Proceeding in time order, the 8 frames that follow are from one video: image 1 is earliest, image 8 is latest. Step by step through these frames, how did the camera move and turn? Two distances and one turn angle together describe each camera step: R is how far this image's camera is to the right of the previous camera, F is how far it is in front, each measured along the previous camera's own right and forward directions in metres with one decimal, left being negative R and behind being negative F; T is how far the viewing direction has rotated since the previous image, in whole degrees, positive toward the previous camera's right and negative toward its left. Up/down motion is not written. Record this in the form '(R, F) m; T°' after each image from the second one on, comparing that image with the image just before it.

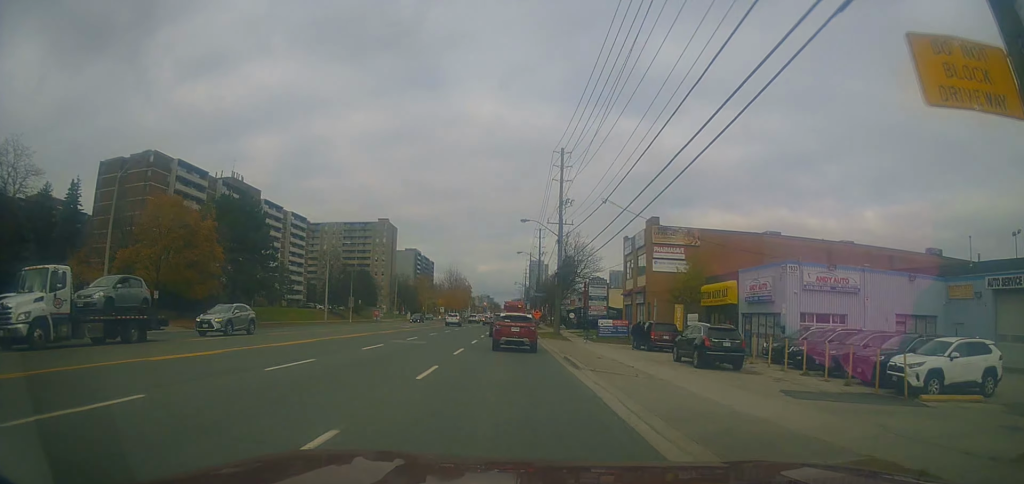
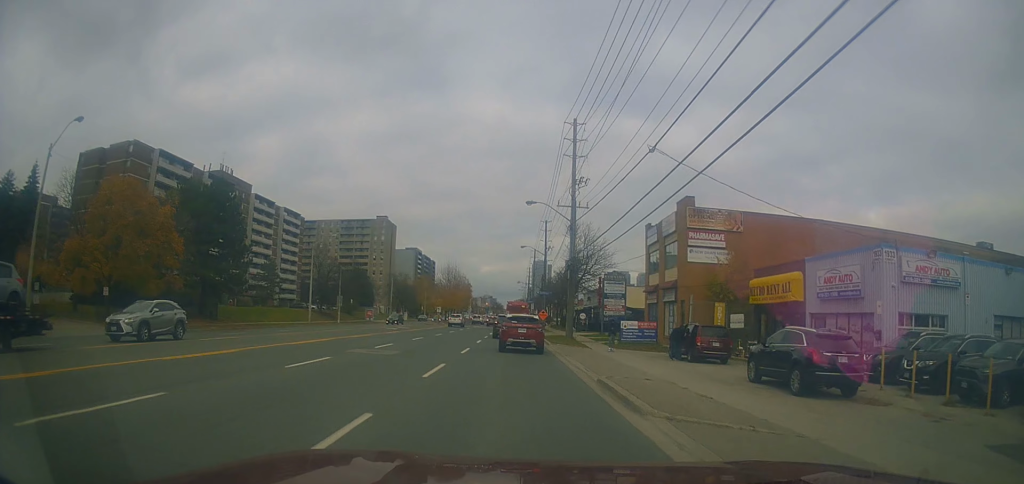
(-0.7, +8.0) m; 0°
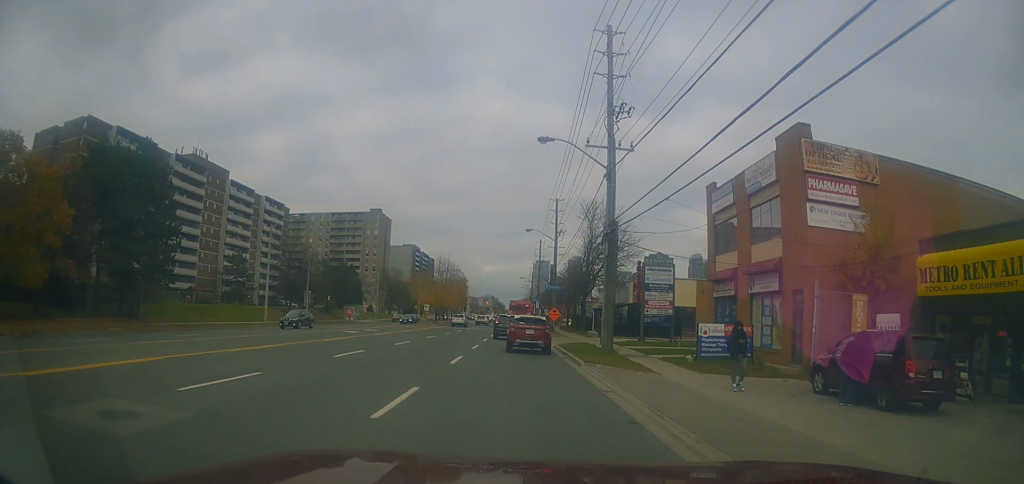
(+0.8, +15.3) m; +3°
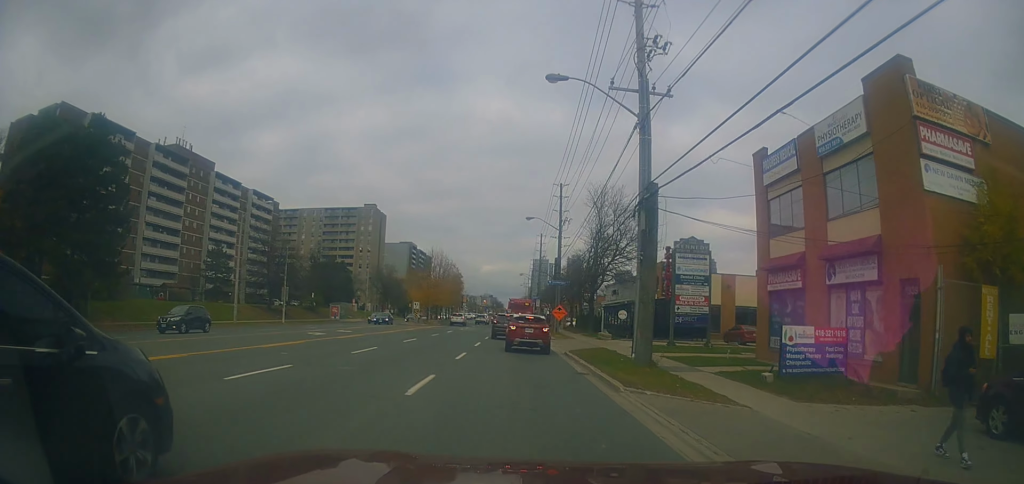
(-0.1, +7.1) m; -1°
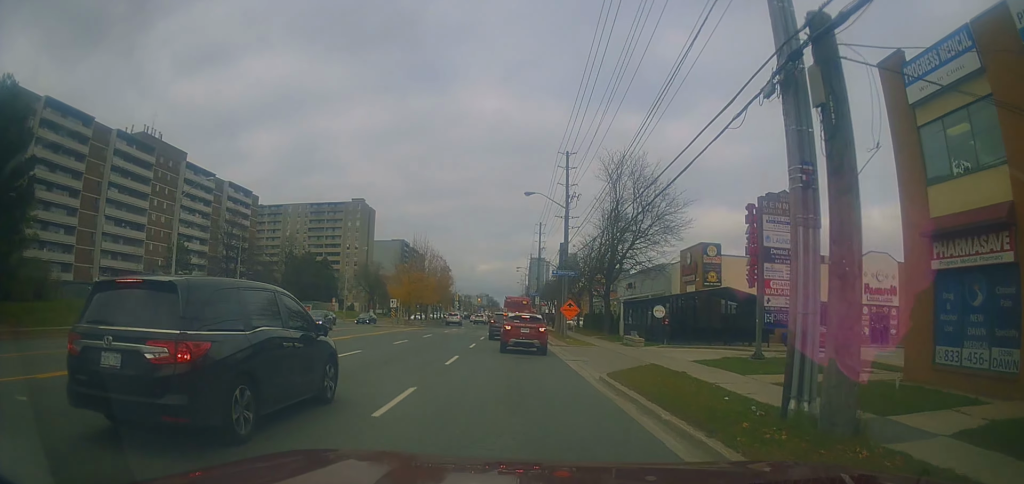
(0.0, +11.2) m; 0°
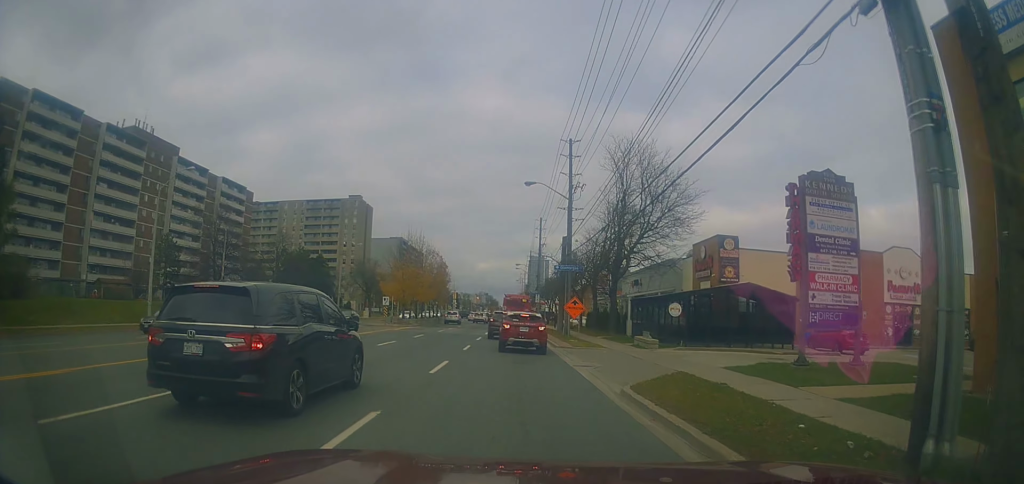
(0.0, +3.2) m; 0°
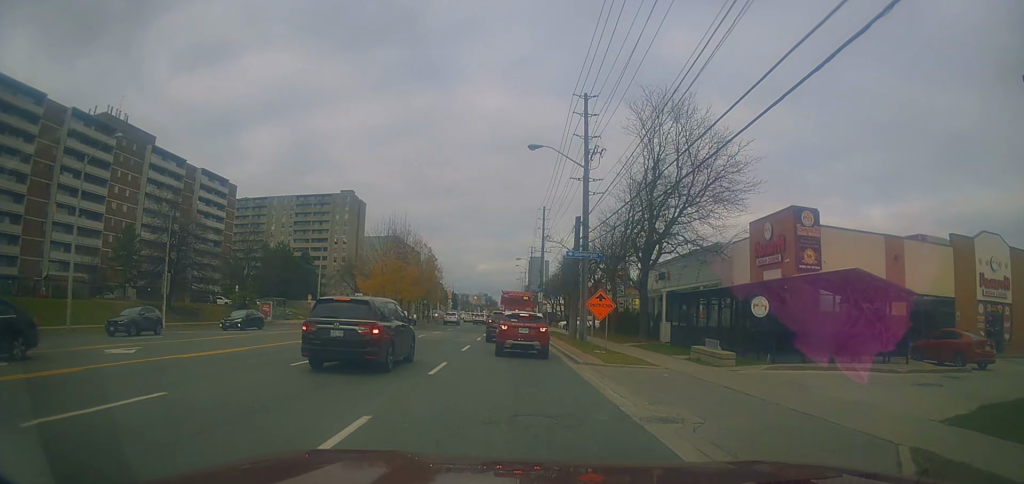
(-0.3, +9.4) m; -3°
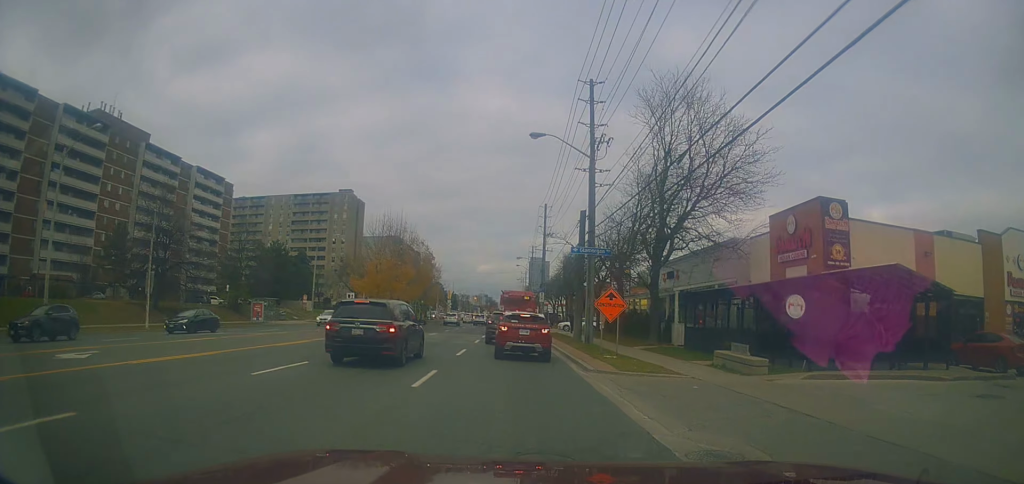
(-0.1, +2.4) m; 0°
